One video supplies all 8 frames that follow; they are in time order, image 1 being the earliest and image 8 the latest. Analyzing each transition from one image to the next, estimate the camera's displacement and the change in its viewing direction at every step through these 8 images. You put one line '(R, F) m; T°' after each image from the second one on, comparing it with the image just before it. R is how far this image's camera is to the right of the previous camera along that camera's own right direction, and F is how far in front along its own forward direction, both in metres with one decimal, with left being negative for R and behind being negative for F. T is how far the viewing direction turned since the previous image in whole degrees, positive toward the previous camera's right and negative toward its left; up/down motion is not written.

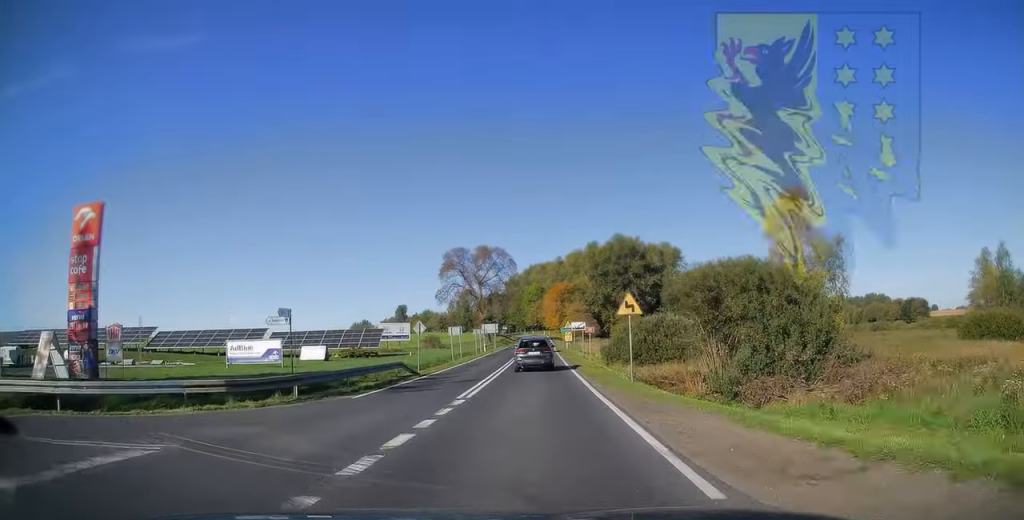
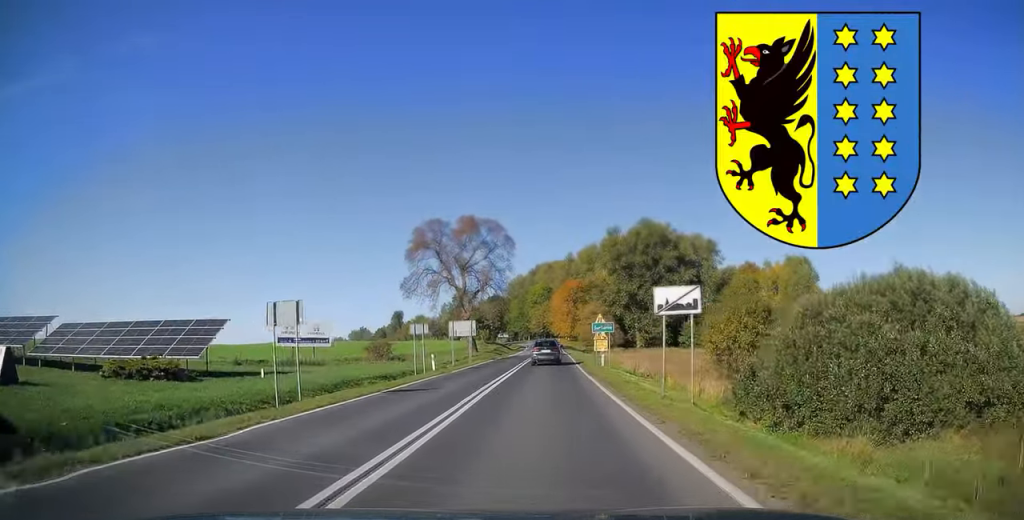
(-0.3, +37.2) m; 0°
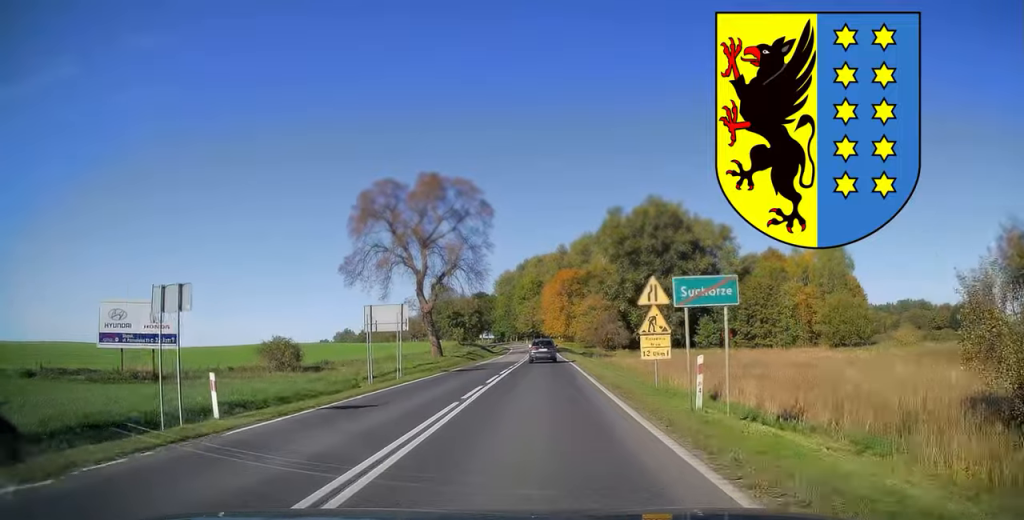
(+0.1, +22.5) m; 0°
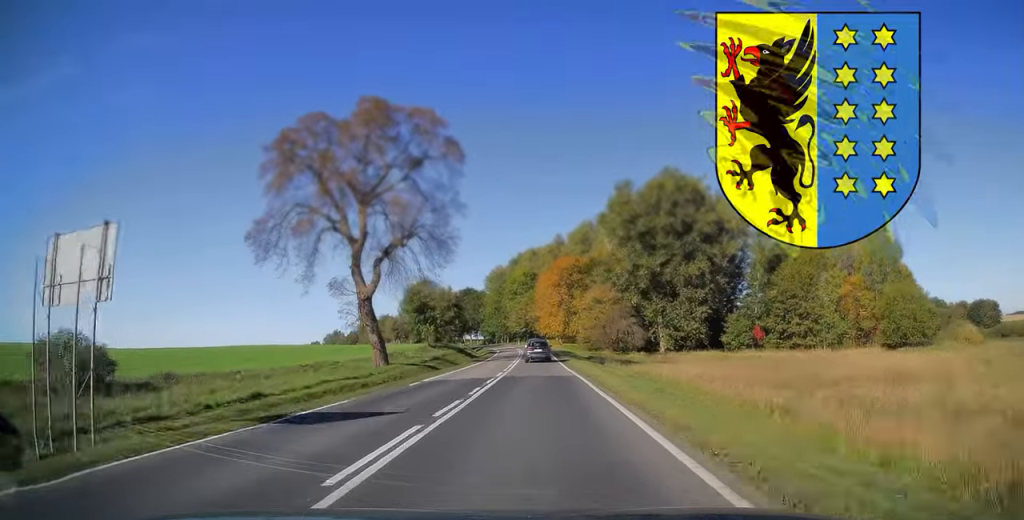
(0.0, +20.4) m; 0°
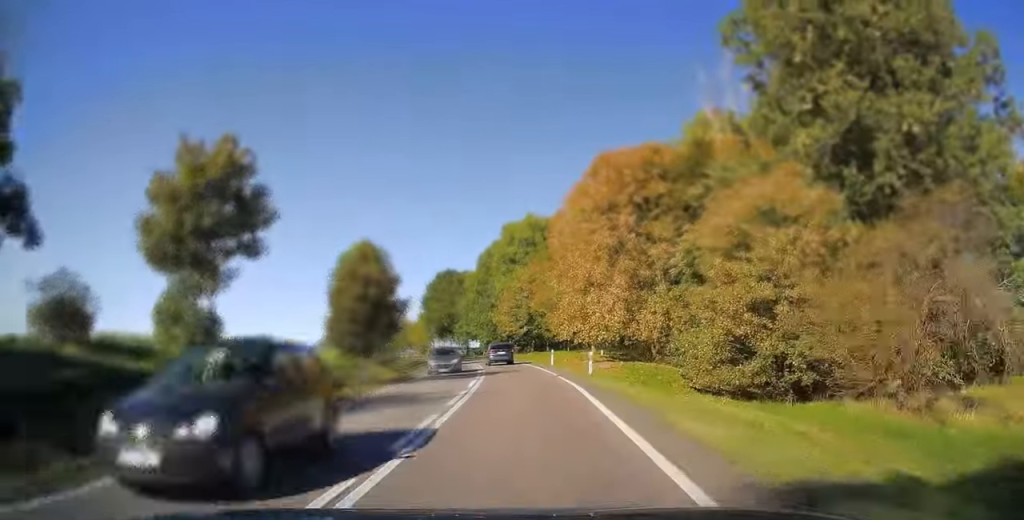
(-0.2, +63.1) m; -2°
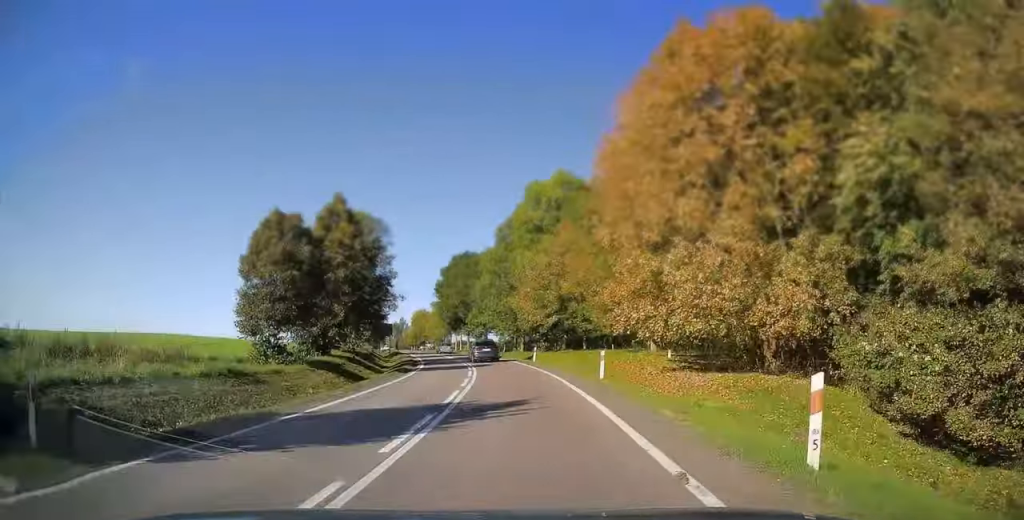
(0.0, +17.6) m; -2°
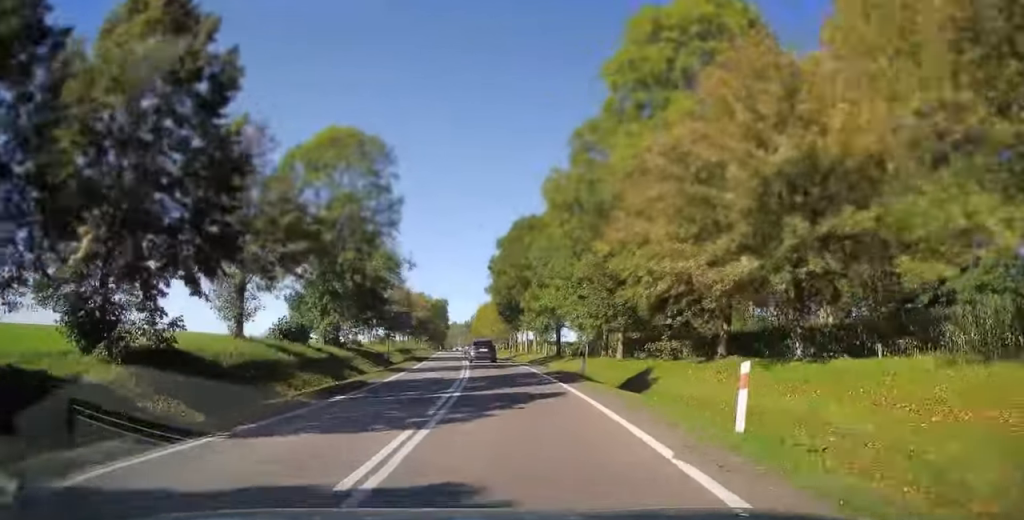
(-1.5, +31.6) m; -6°
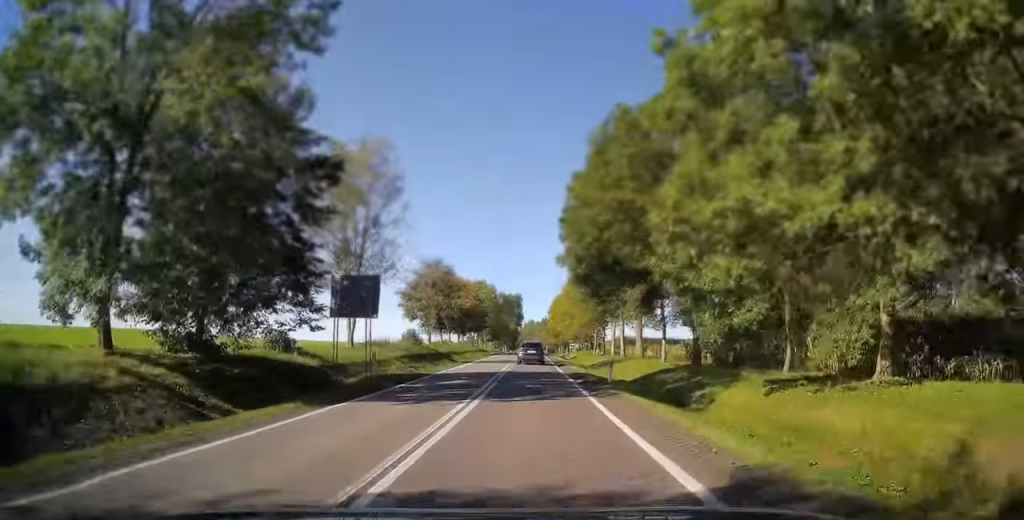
(-1.6, +31.0) m; -5°
